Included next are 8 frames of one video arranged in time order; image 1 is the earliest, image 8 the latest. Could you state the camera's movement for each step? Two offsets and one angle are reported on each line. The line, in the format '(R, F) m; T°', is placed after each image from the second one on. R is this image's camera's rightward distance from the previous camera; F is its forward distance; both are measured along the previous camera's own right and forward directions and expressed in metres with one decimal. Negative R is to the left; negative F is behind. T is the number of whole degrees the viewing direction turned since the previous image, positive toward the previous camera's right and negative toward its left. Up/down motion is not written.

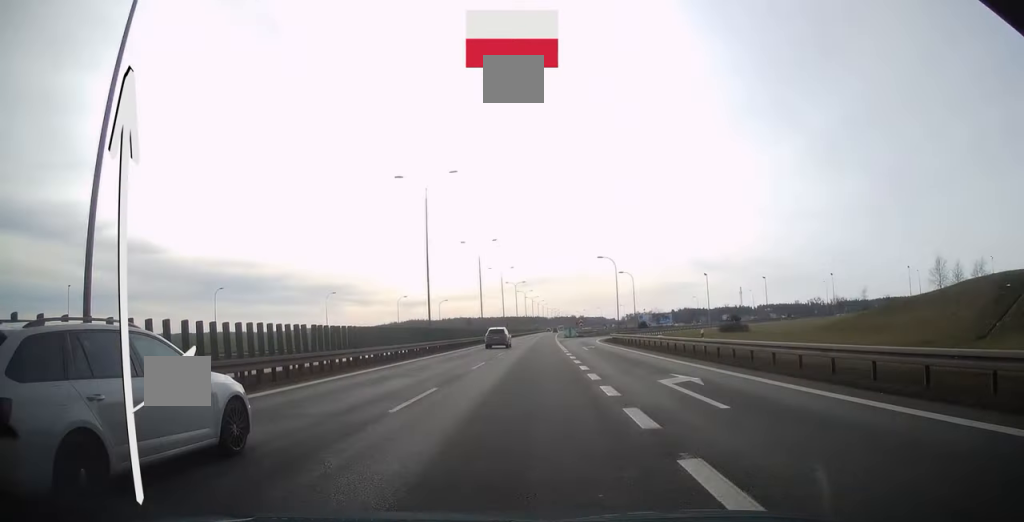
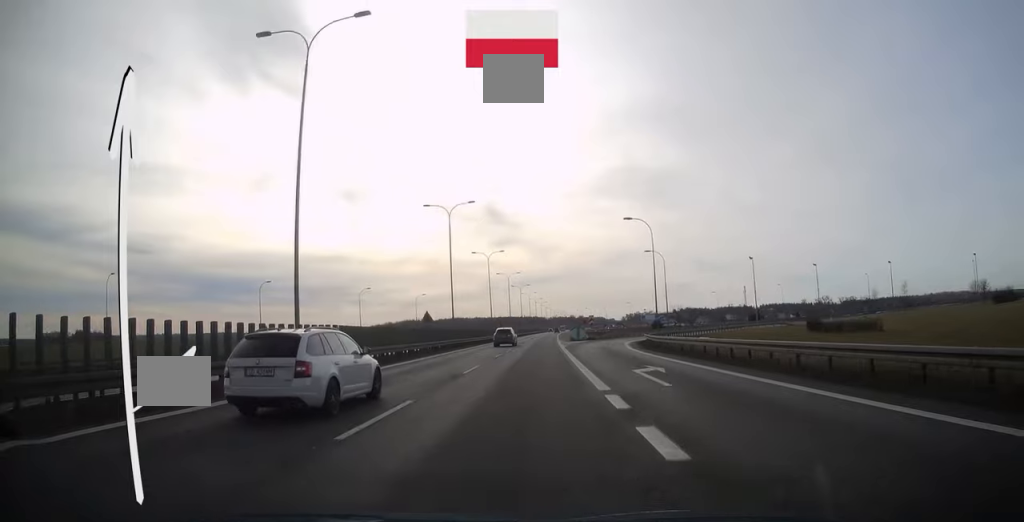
(-0.1, +26.0) m; 0°
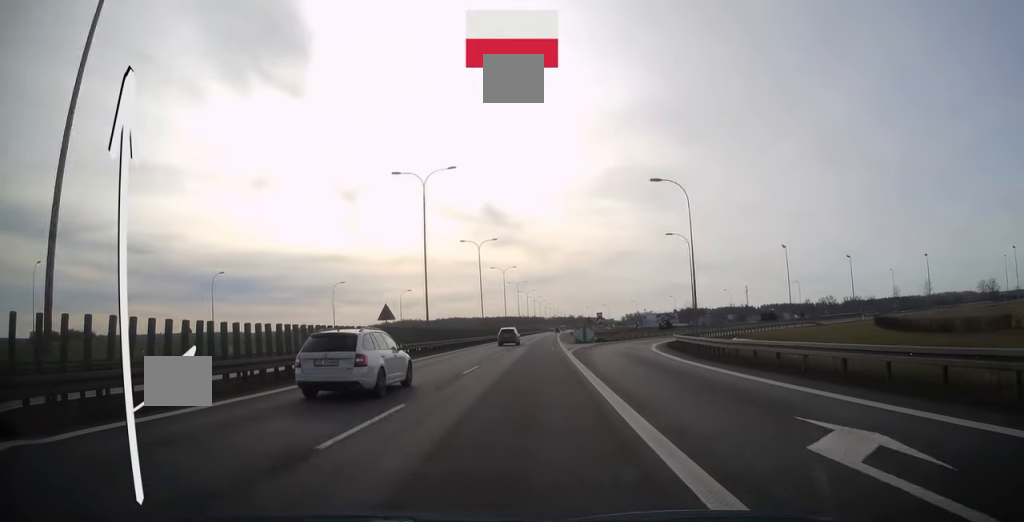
(0.0, +12.8) m; 0°
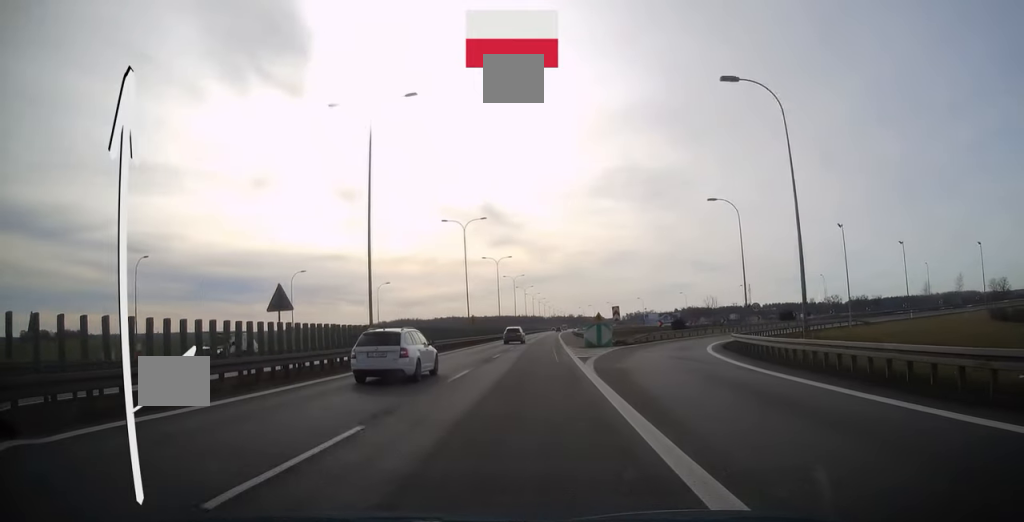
(0.0, +15.3) m; 0°
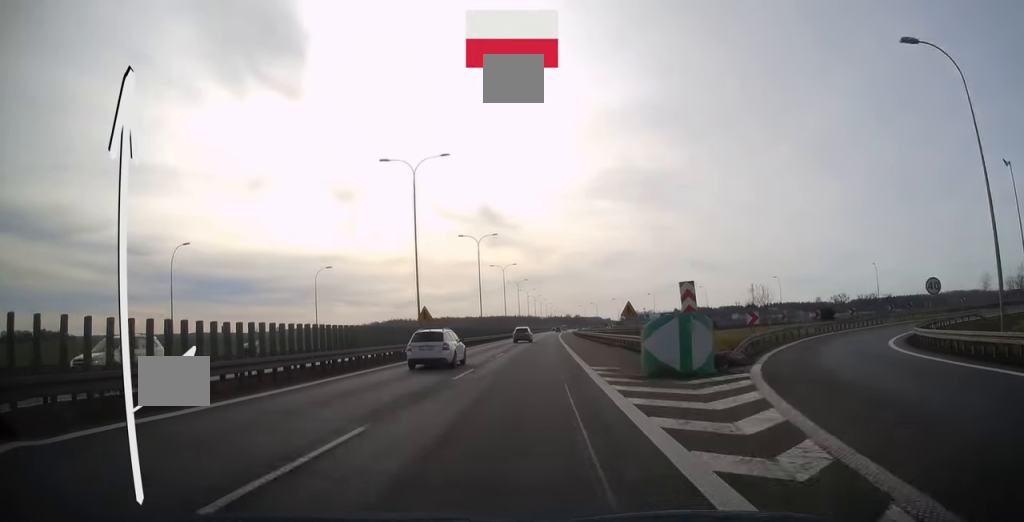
(+0.2, +25.9) m; +1°
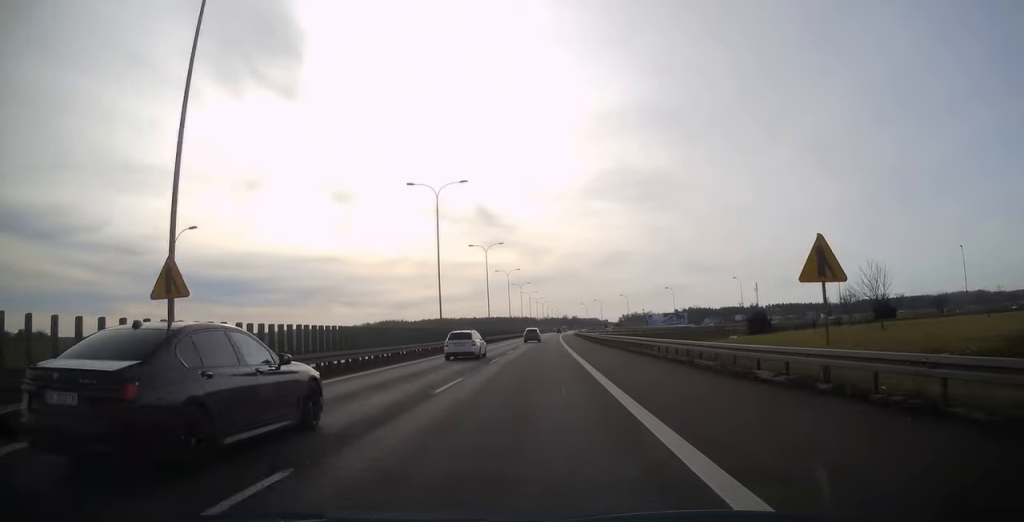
(+0.3, +29.4) m; +1°
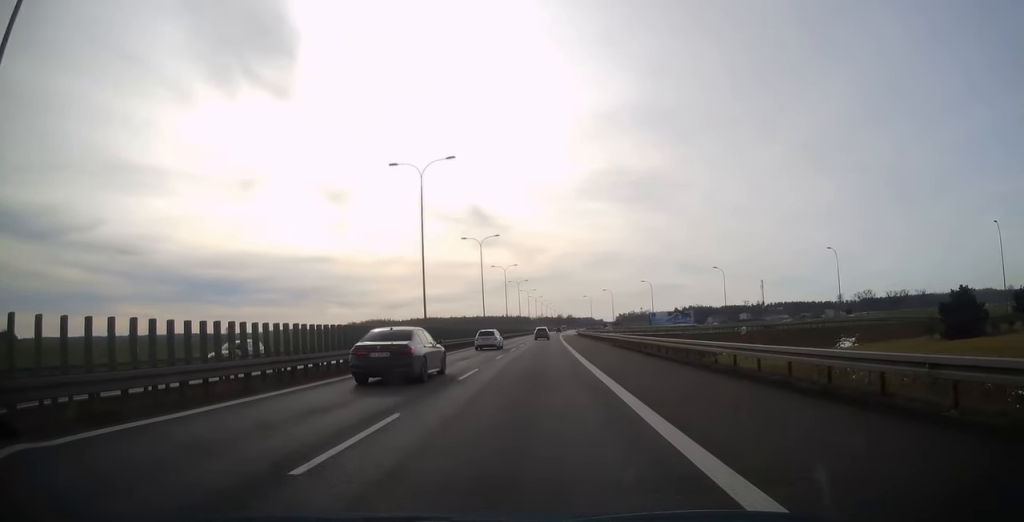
(+0.1, +44.3) m; 0°
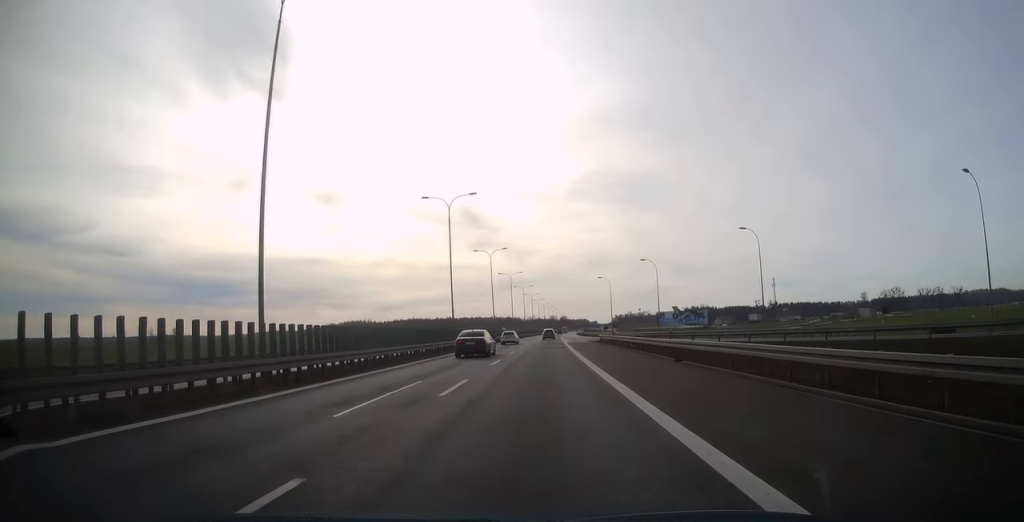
(+0.6, +63.9) m; +1°
